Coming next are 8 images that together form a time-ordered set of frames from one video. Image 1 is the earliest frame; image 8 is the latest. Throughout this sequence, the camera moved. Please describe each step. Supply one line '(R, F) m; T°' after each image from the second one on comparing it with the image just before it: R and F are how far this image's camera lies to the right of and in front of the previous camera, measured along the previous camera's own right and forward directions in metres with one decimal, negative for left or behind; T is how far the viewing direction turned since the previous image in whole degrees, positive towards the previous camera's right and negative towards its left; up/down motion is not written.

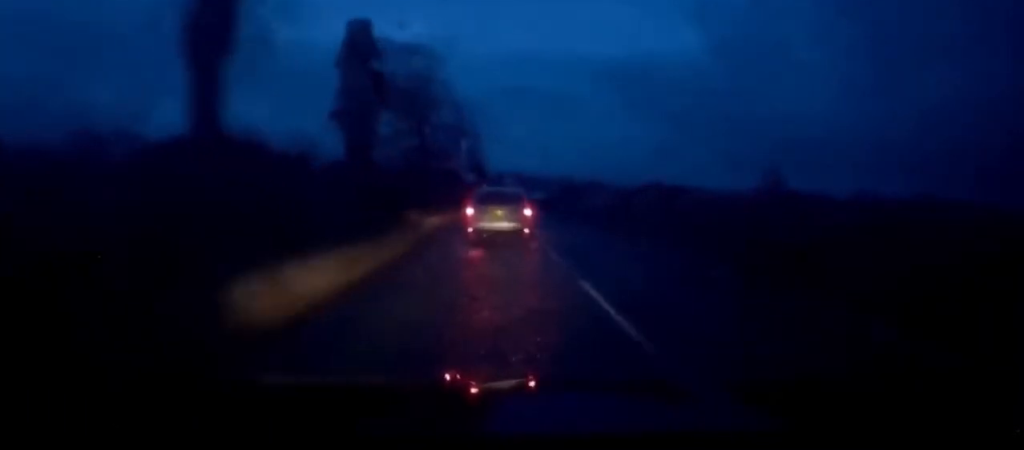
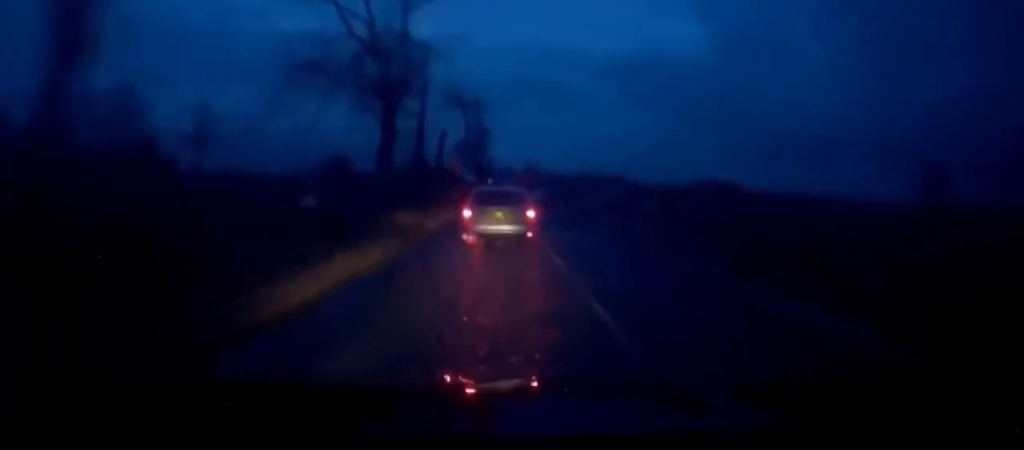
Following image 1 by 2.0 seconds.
(+1.2, +55.9) m; +1°
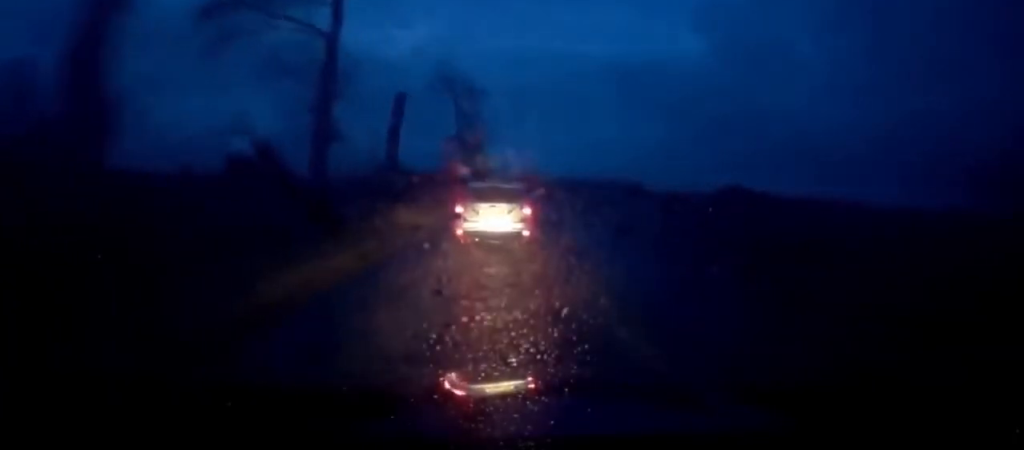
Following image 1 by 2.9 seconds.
(0.0, +24.9) m; 0°
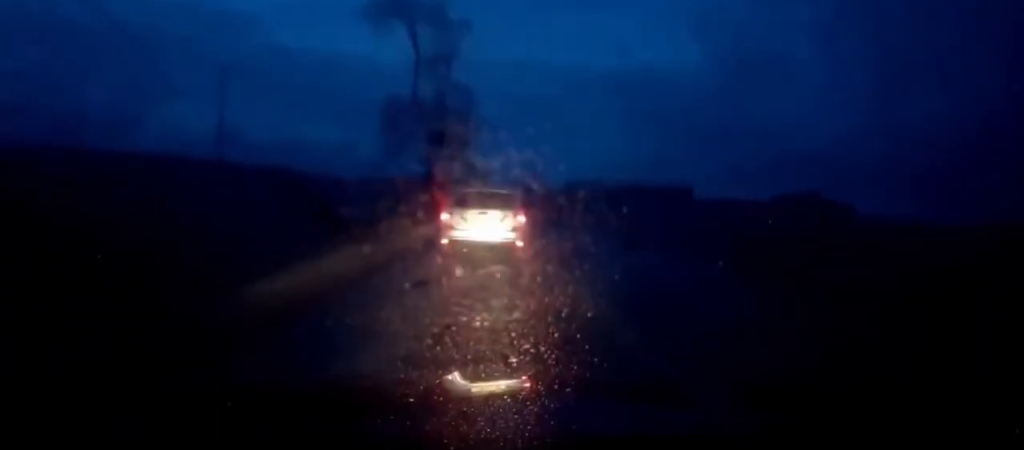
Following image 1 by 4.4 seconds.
(+0.5, +44.6) m; 0°
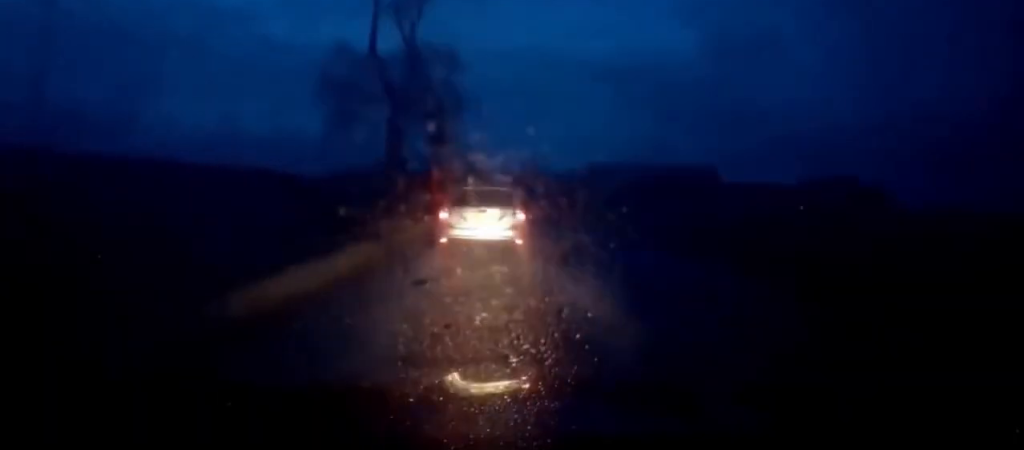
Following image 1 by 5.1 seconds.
(-0.4, +17.8) m; 0°
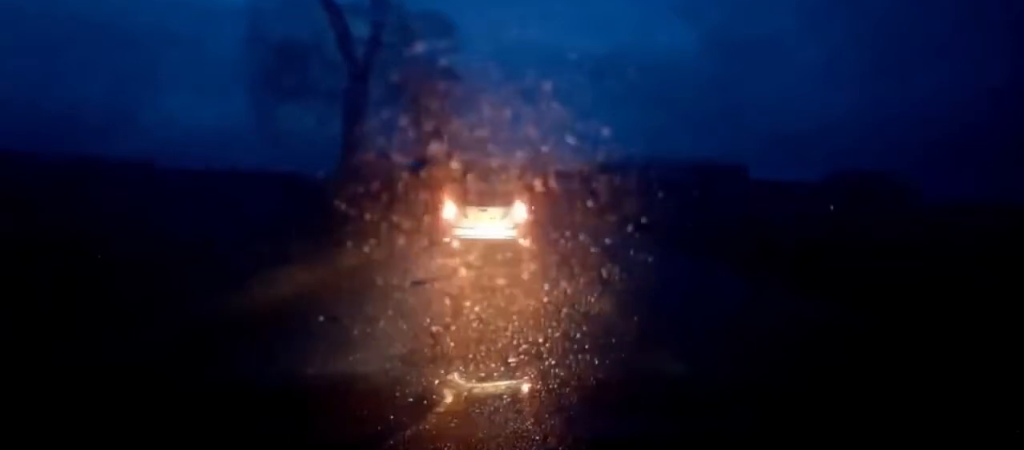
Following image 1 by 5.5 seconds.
(0.0, +11.9) m; 0°
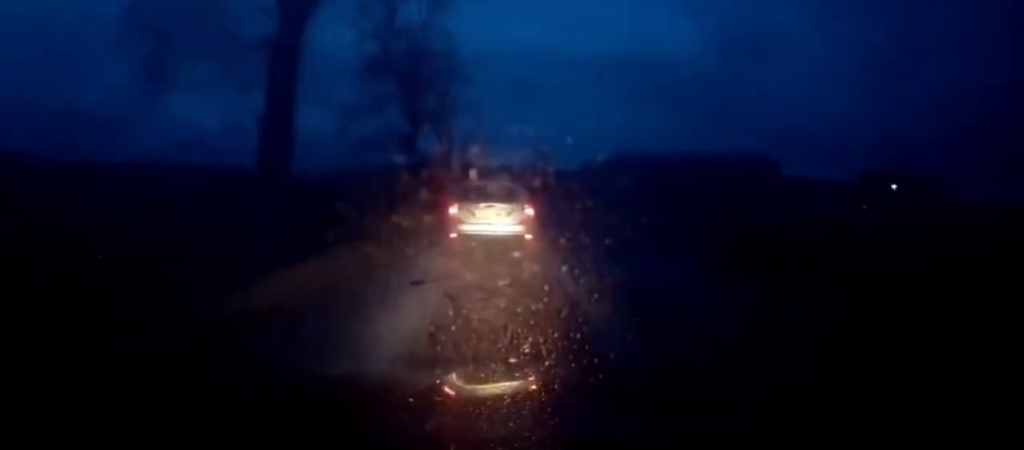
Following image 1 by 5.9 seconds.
(+0.3, +10.7) m; 0°
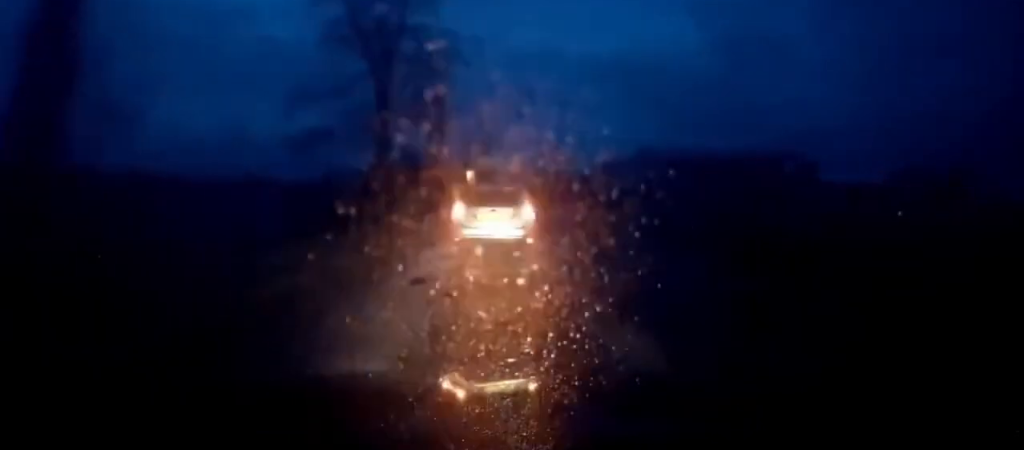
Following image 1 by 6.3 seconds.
(+0.2, +11.5) m; 0°
